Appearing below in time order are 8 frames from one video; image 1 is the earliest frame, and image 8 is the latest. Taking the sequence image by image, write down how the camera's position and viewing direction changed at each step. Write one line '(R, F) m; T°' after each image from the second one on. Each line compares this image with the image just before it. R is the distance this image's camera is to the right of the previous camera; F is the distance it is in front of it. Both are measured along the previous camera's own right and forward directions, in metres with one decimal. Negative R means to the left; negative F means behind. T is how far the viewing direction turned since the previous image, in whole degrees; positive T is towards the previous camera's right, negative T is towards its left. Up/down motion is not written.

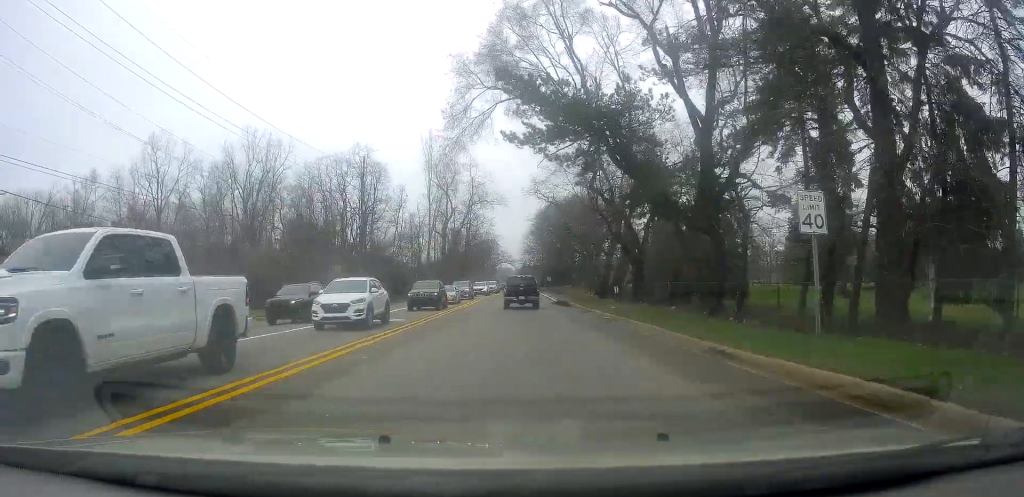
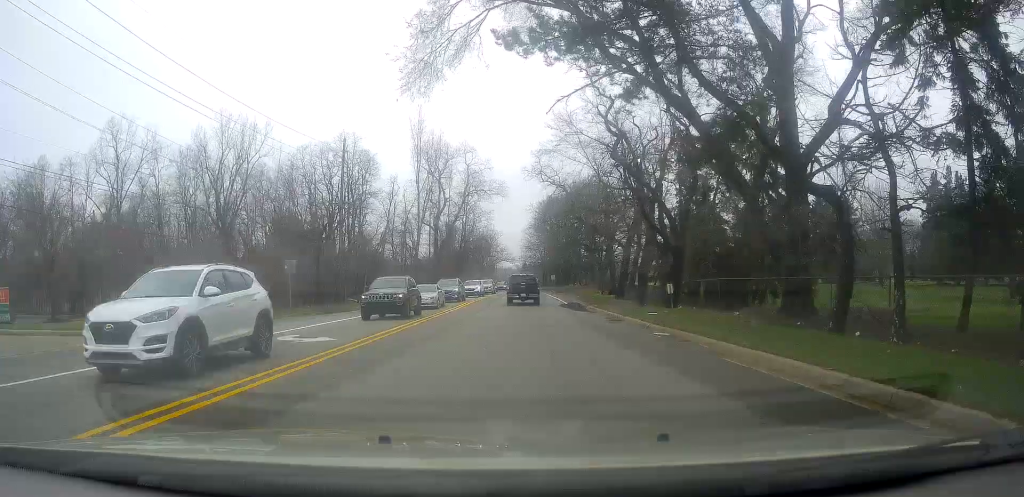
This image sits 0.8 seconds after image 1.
(-0.6, +8.6) m; 0°
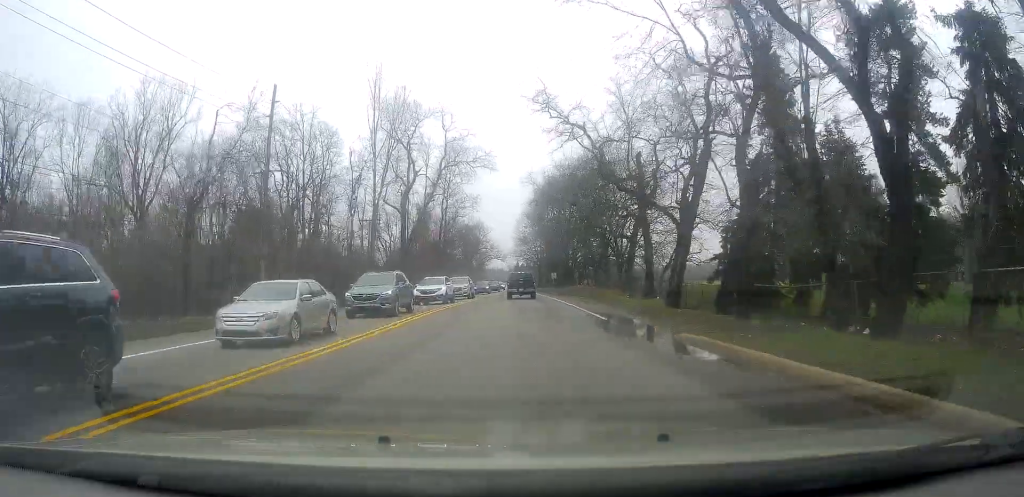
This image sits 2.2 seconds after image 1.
(+0.5, +17.9) m; 0°
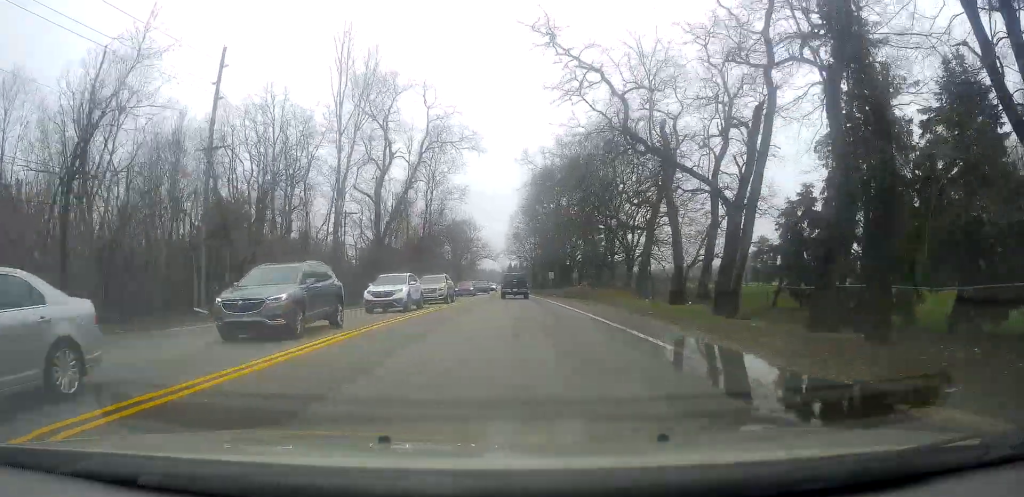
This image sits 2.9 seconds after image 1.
(-0.5, +8.2) m; 0°
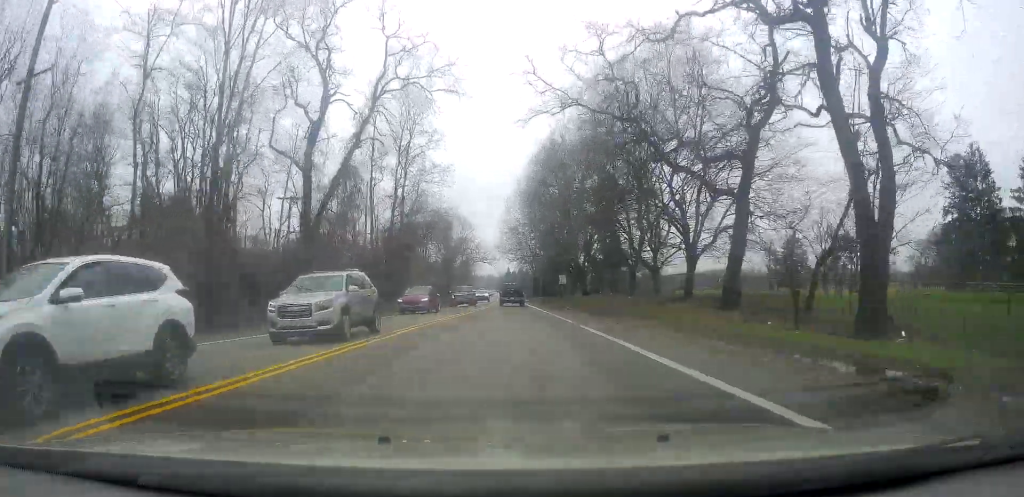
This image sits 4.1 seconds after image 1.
(+1.1, +17.8) m; +4°
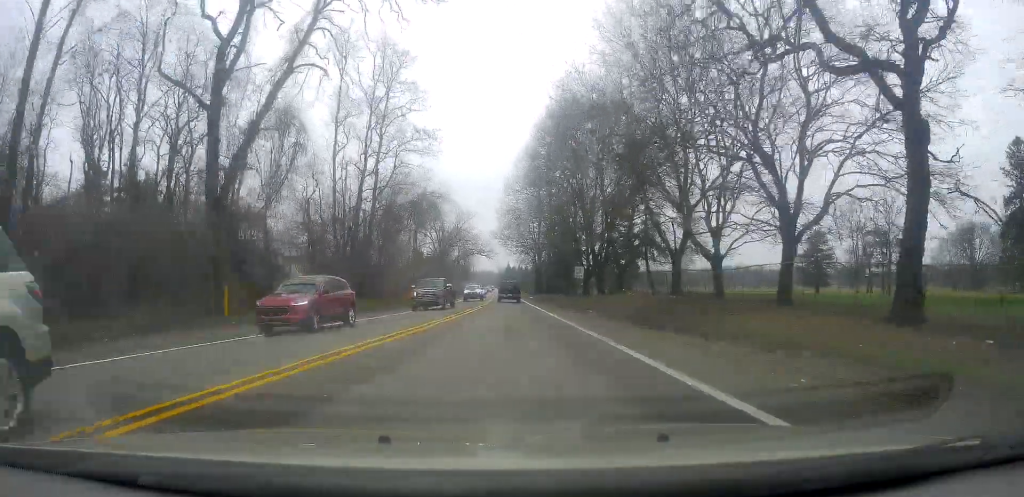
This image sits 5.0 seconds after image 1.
(0.0, +12.2) m; 0°
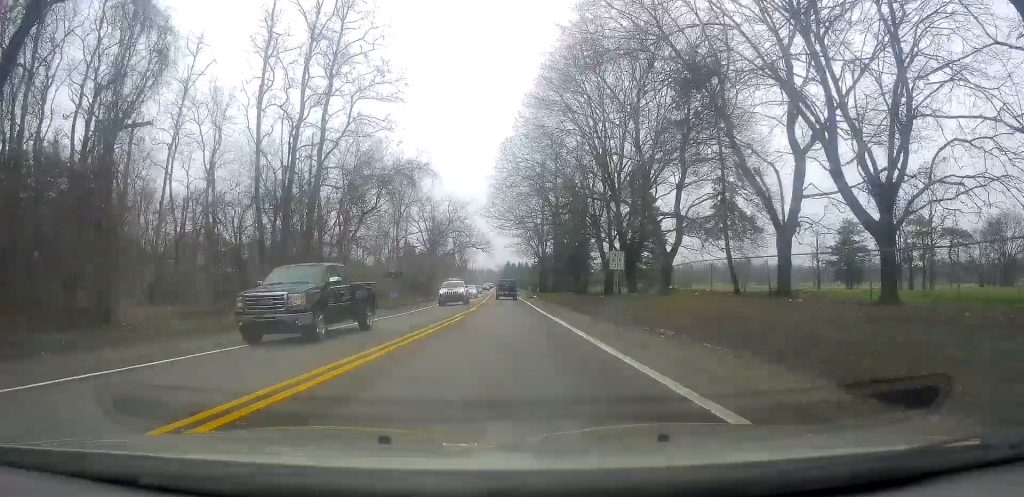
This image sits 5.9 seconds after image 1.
(0.0, +13.8) m; 0°
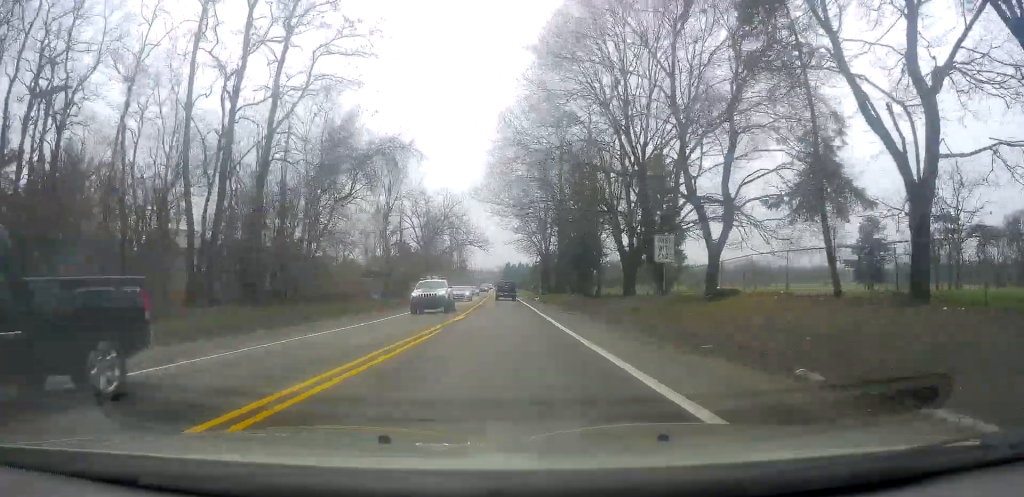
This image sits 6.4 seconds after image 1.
(0.0, +7.6) m; 0°
